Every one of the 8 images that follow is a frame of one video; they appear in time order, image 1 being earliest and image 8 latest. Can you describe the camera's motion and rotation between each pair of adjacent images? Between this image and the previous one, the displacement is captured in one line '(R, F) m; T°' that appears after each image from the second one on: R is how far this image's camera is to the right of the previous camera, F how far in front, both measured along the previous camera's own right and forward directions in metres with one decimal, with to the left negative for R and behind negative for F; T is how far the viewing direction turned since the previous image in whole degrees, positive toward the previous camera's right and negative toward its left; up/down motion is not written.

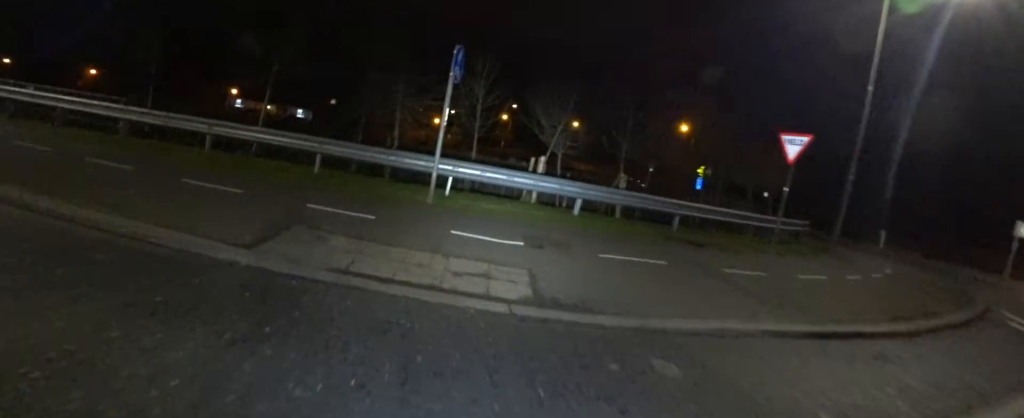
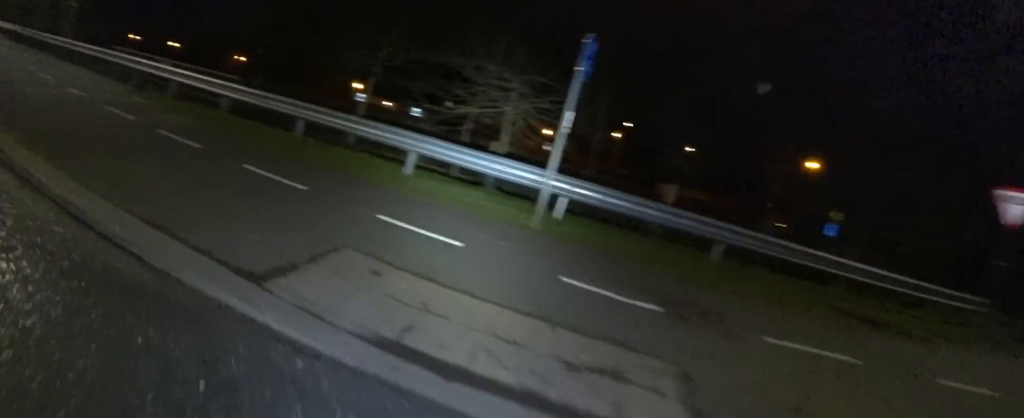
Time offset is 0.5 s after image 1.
(+0.2, +1.6) m; -12°
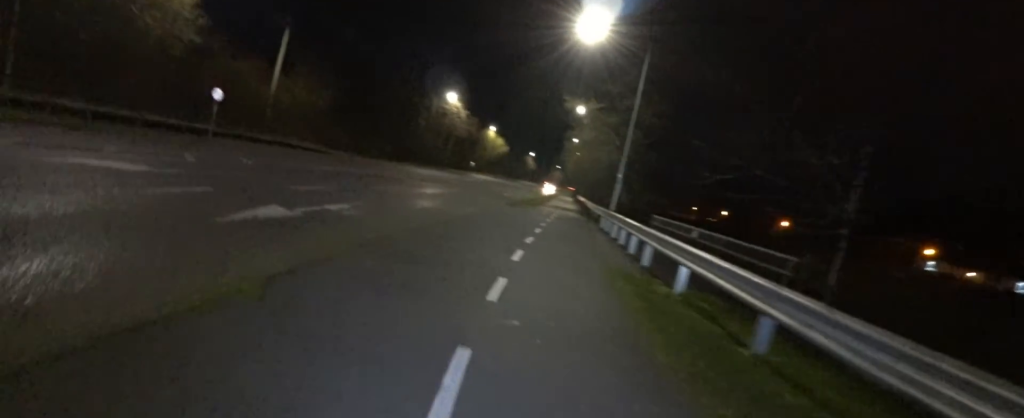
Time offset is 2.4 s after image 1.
(-1.5, +7.8) m; -11°
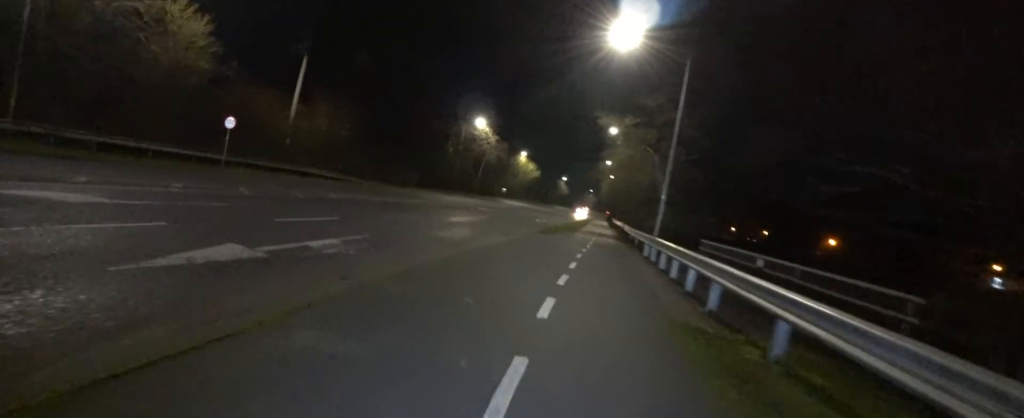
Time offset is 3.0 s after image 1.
(-0.3, +2.3) m; 0°
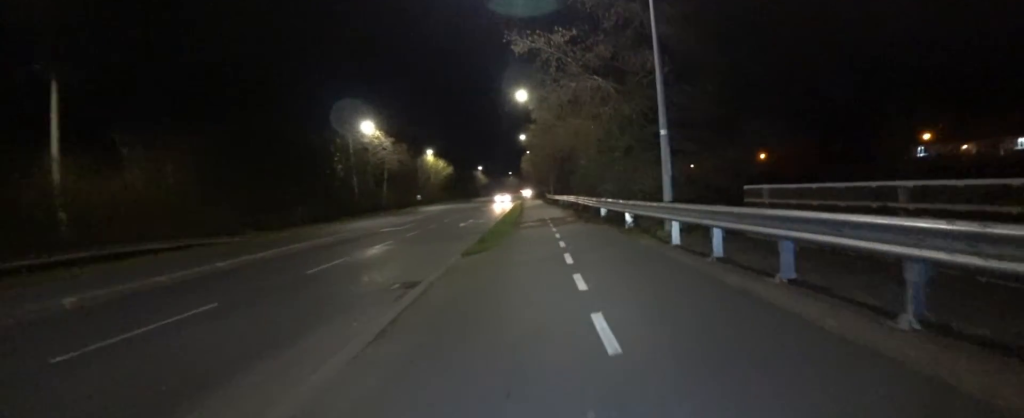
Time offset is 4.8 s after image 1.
(+0.1, +8.0) m; -3°
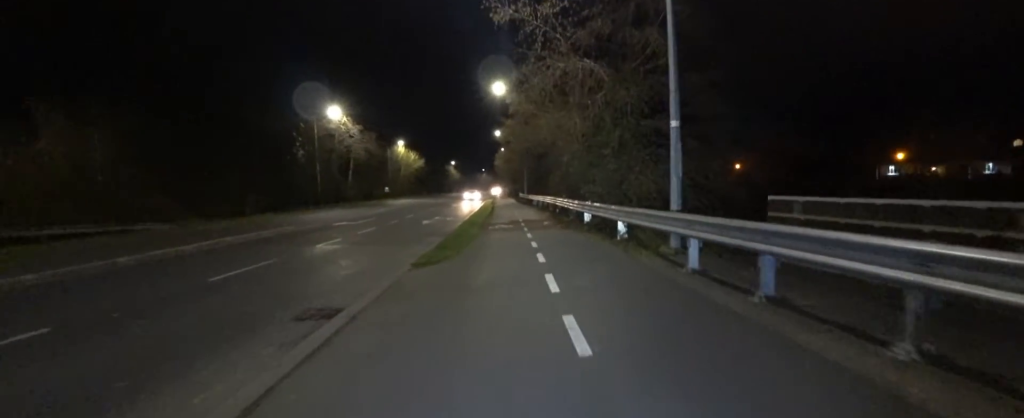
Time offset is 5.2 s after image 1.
(-0.2, +2.1) m; -3°
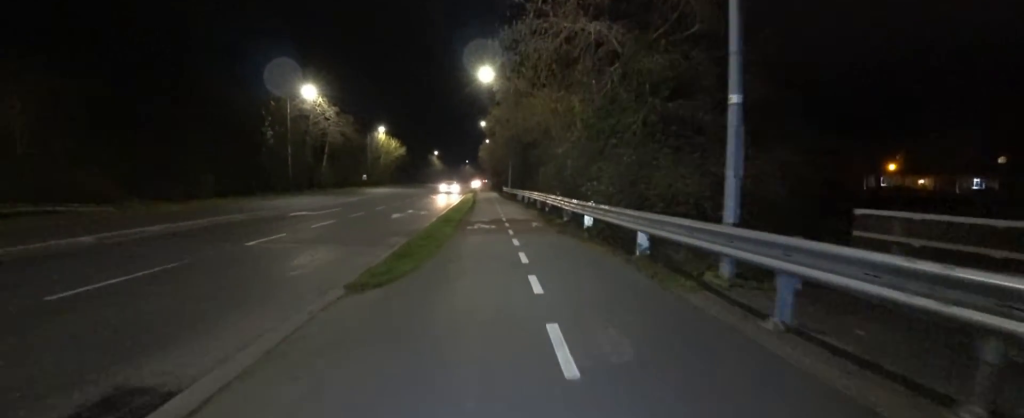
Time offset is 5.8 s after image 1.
(-0.1, +2.6) m; -1°
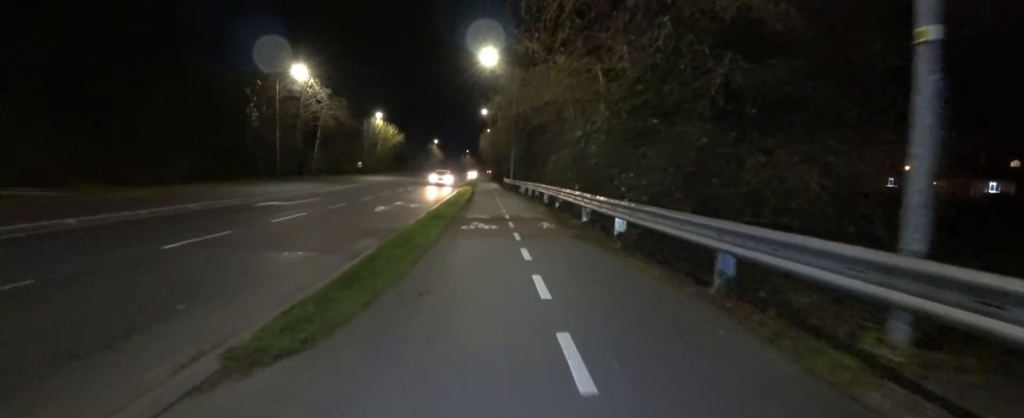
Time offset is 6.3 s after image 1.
(0.0, +2.6) m; +1°
